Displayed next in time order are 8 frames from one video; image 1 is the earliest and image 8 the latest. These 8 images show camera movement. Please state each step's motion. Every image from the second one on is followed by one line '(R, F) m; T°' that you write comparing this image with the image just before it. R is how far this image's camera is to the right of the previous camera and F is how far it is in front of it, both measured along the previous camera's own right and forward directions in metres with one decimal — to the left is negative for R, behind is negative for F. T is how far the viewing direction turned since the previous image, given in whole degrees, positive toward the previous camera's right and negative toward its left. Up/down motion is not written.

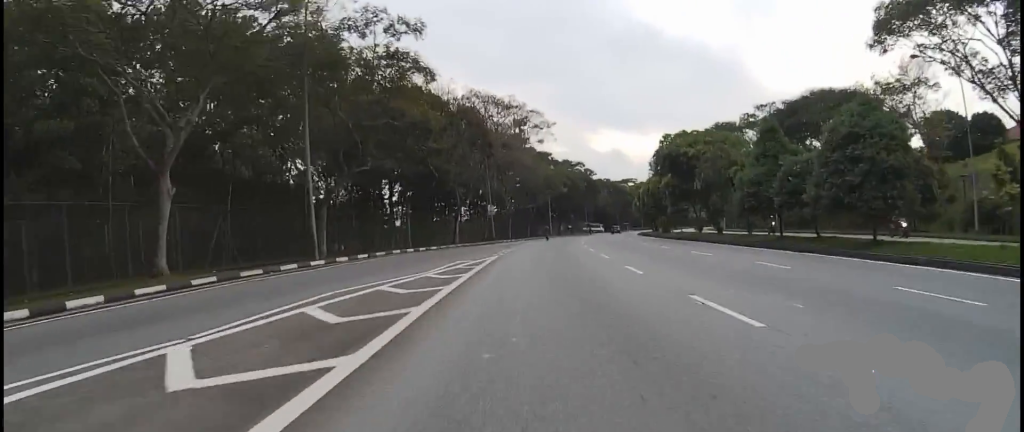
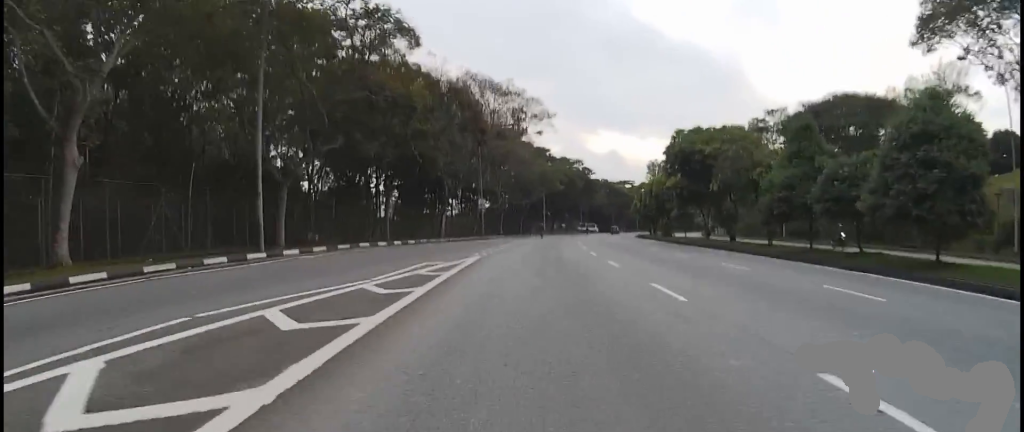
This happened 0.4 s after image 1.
(+0.2, +3.7) m; 0°
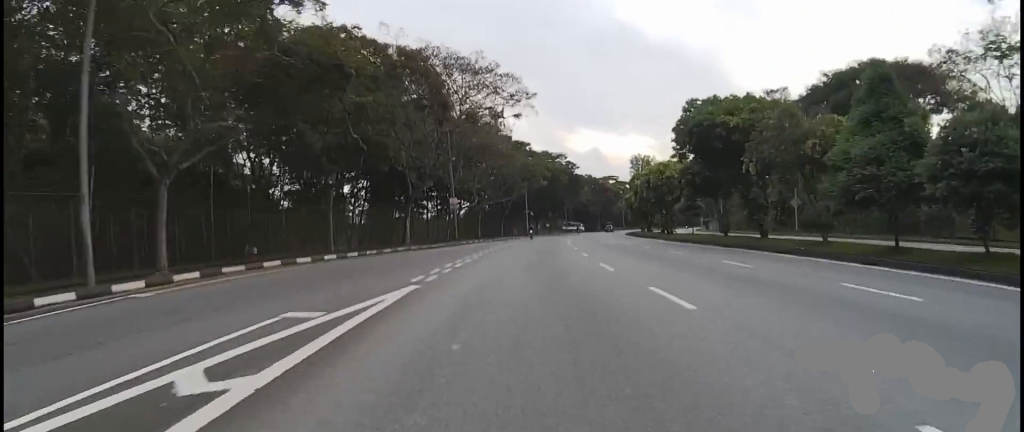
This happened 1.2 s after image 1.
(0.0, +6.8) m; 0°
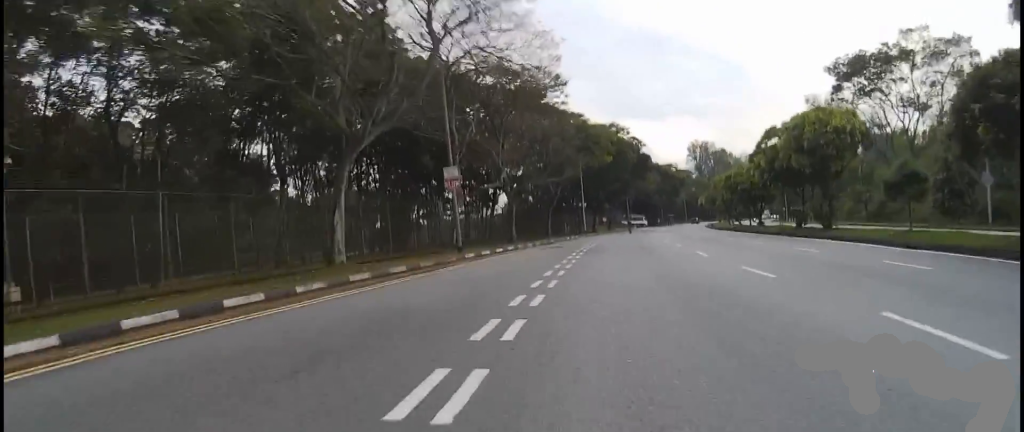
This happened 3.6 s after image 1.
(-0.2, +19.5) m; 0°
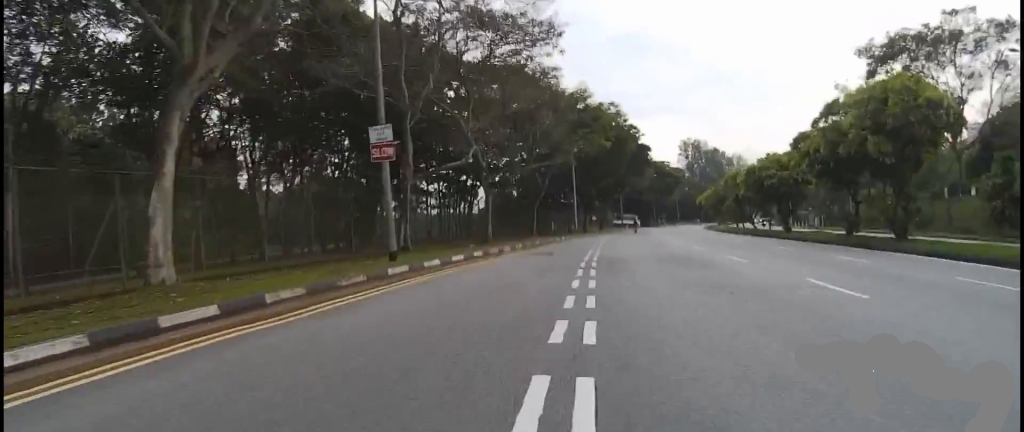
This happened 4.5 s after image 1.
(+0.2, +7.6) m; 0°
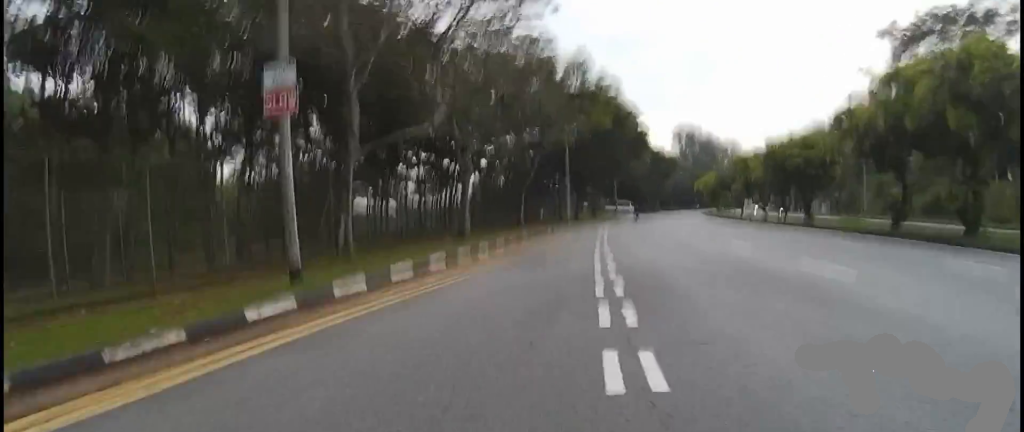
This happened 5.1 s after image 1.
(0.0, +4.9) m; +3°
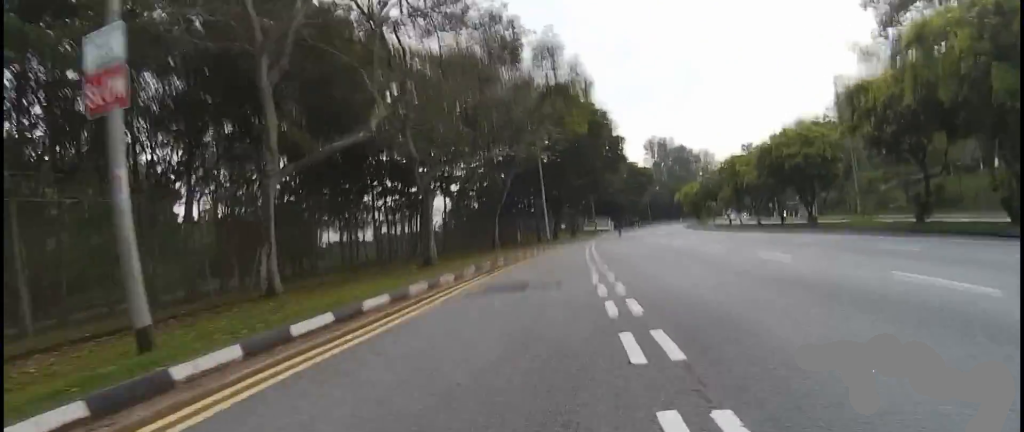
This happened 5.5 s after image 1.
(-0.3, +3.2) m; +4°
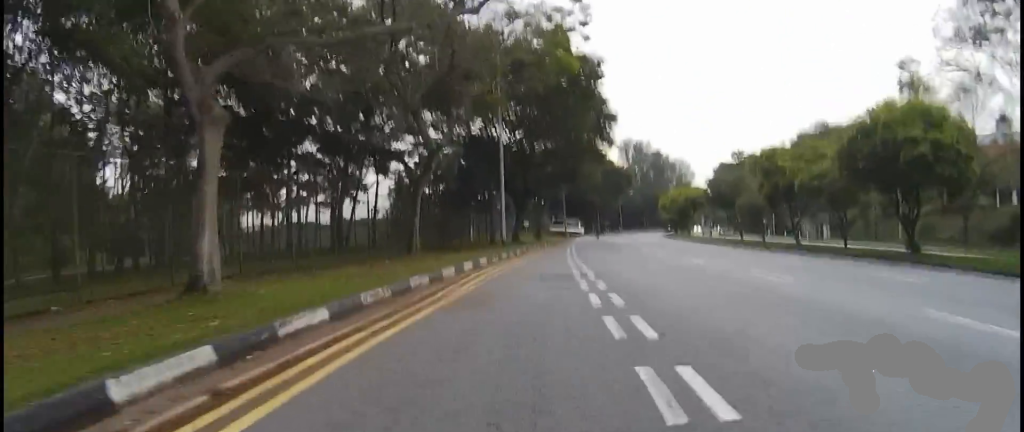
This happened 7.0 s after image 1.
(+2.1, +11.5) m; +12°
